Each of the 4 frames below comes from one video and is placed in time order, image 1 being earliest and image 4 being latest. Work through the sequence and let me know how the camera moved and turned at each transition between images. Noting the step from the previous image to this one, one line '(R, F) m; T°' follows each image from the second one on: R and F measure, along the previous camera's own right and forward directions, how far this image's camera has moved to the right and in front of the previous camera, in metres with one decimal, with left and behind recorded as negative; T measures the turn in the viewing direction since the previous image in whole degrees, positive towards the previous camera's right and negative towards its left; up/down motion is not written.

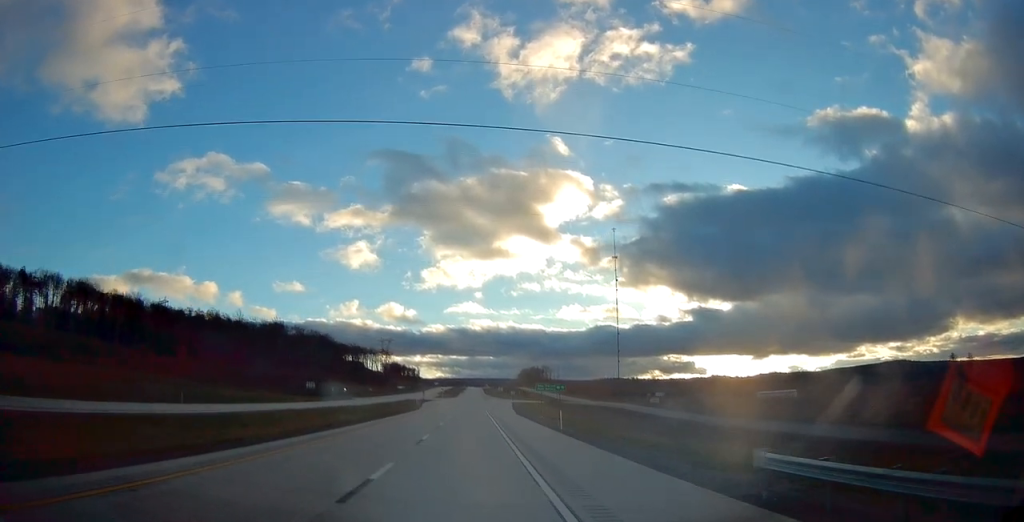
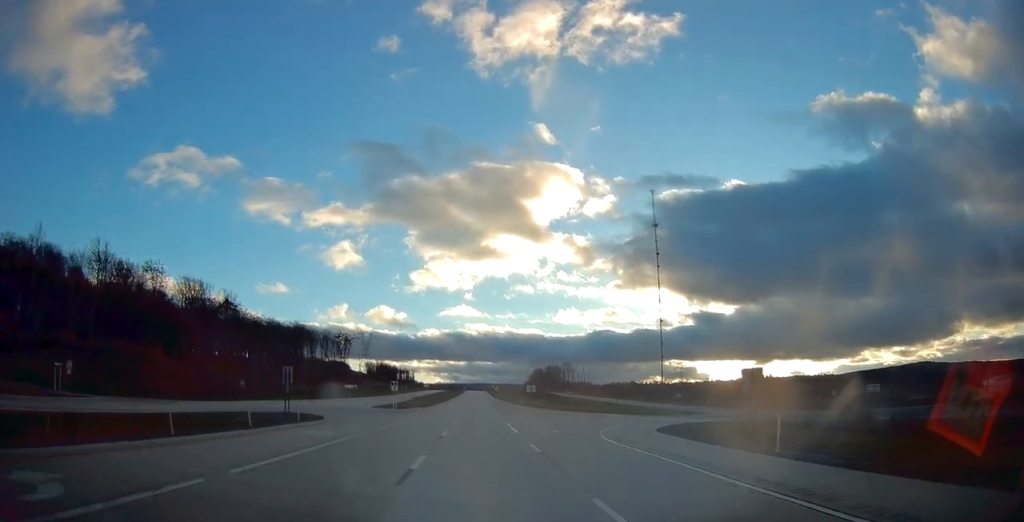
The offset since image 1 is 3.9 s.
(-1.3, +119.2) m; 0°
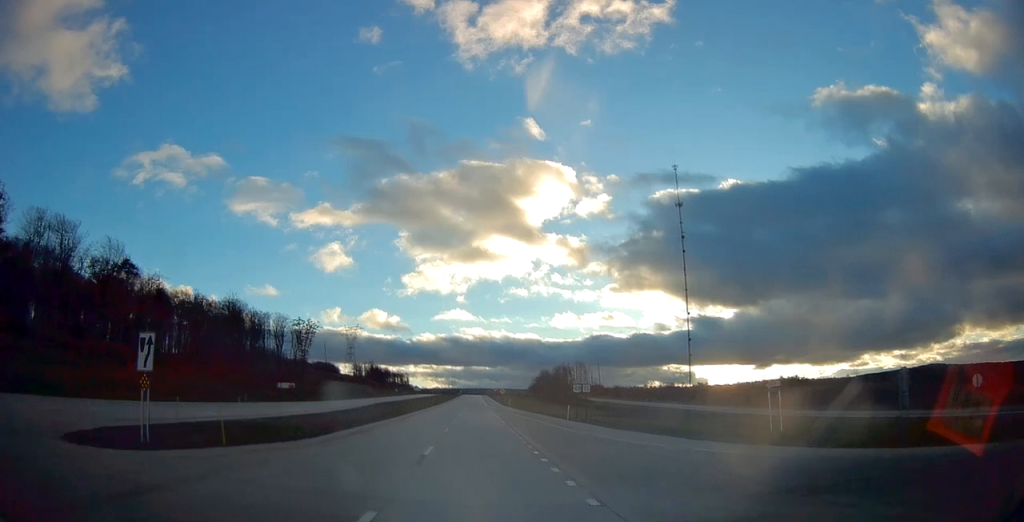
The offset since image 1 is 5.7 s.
(+0.1, +56.8) m; 0°
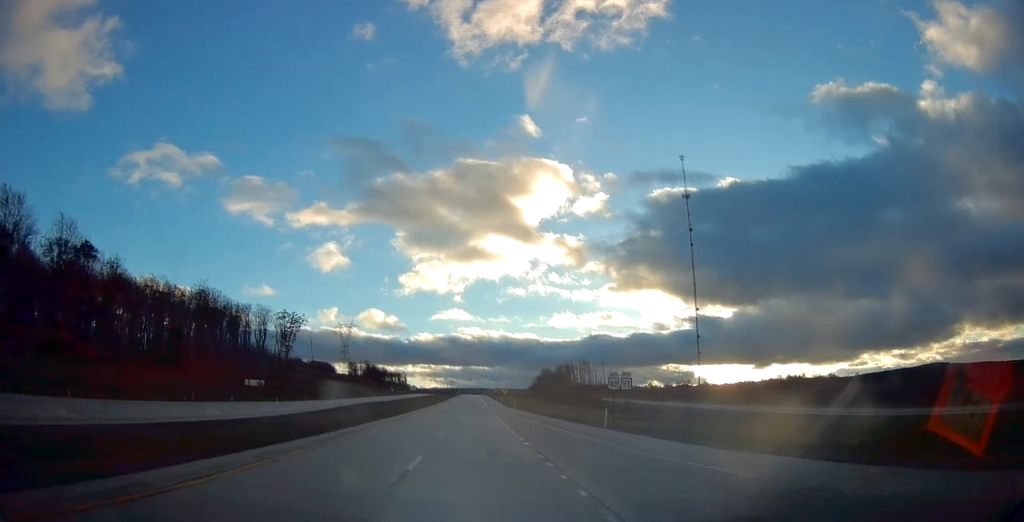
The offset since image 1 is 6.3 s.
(0.0, +16.1) m; 0°
